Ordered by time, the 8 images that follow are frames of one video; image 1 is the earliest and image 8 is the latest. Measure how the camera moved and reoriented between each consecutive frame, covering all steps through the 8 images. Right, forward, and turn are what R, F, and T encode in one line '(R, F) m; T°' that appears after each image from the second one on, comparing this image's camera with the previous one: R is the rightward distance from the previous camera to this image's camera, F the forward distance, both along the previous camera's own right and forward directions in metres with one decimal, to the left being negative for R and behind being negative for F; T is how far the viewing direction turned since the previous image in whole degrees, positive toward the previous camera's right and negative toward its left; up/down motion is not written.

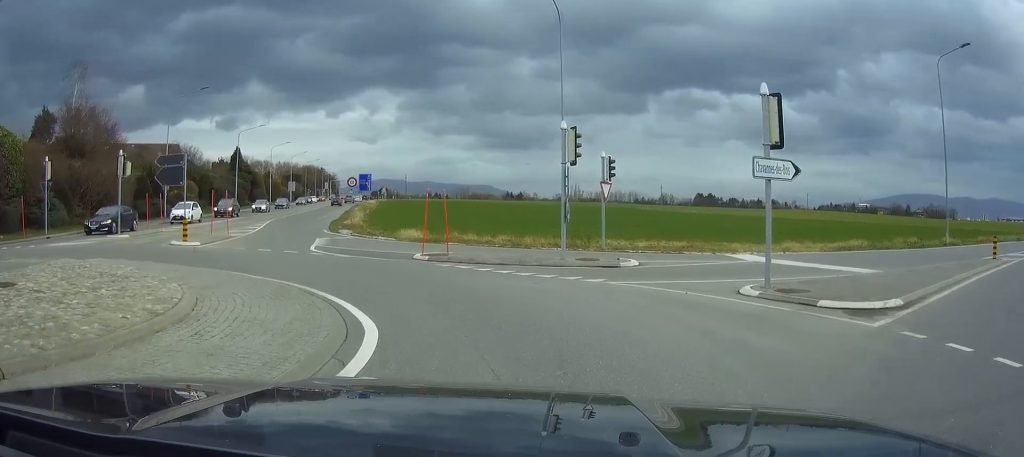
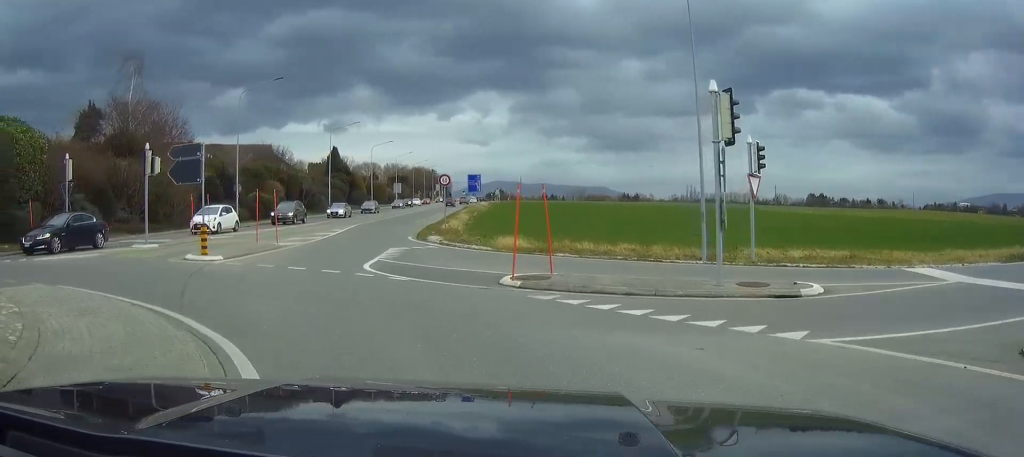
(-0.3, +6.4) m; -9°
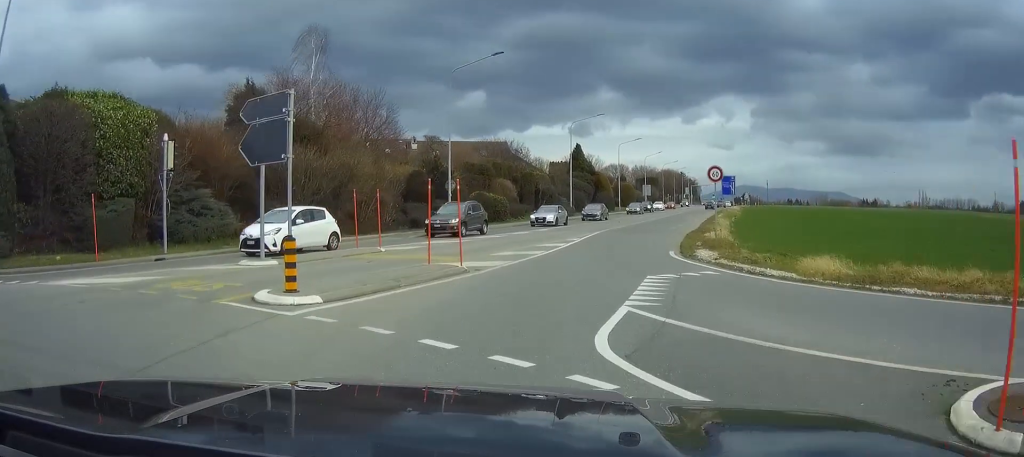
(-1.2, +9.4) m; -9°
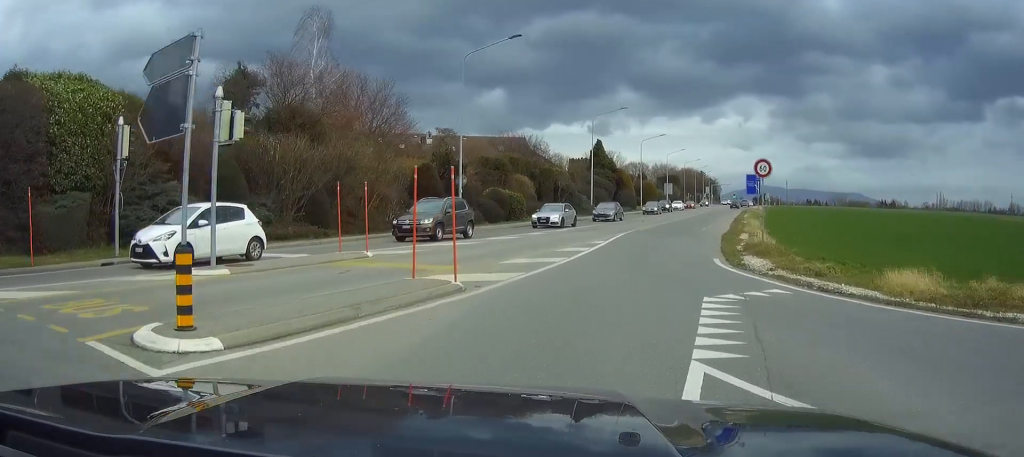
(-0.1, +3.8) m; 0°
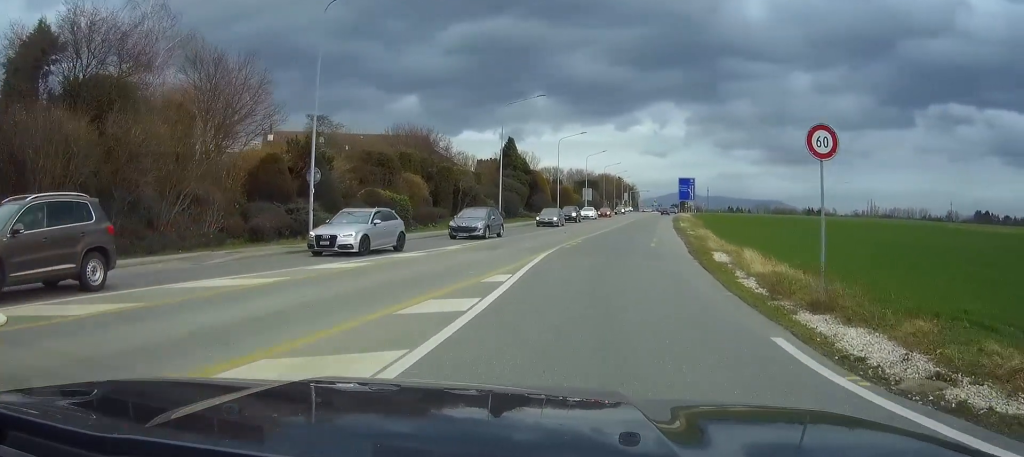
(+0.5, +11.8) m; +5°
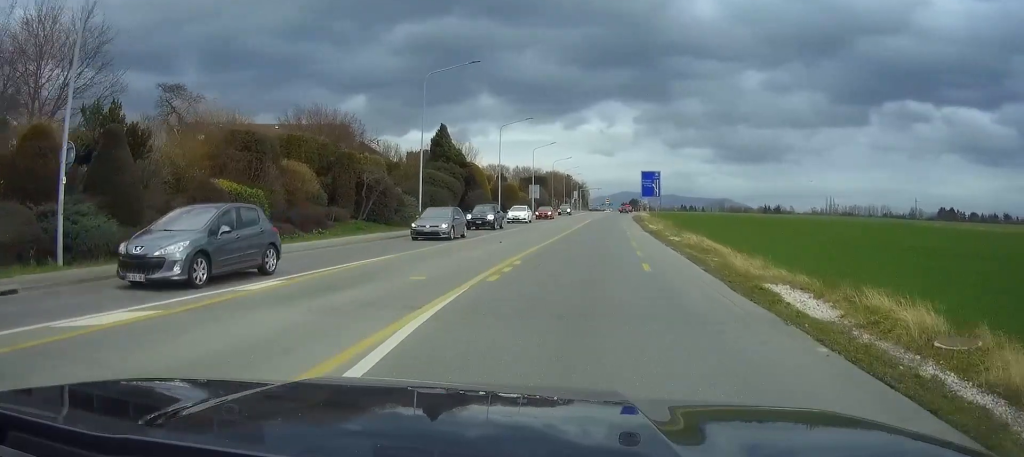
(+0.5, +13.2) m; +3°
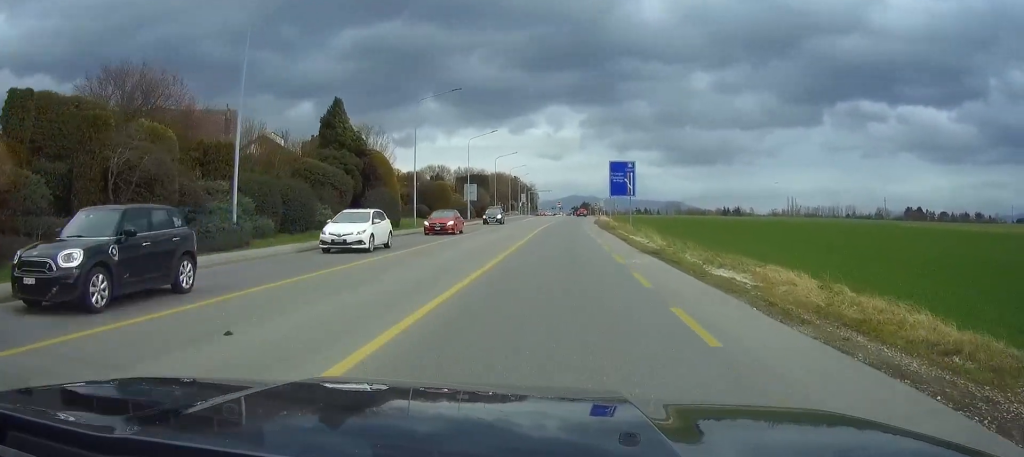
(+0.6, +20.2) m; +3°
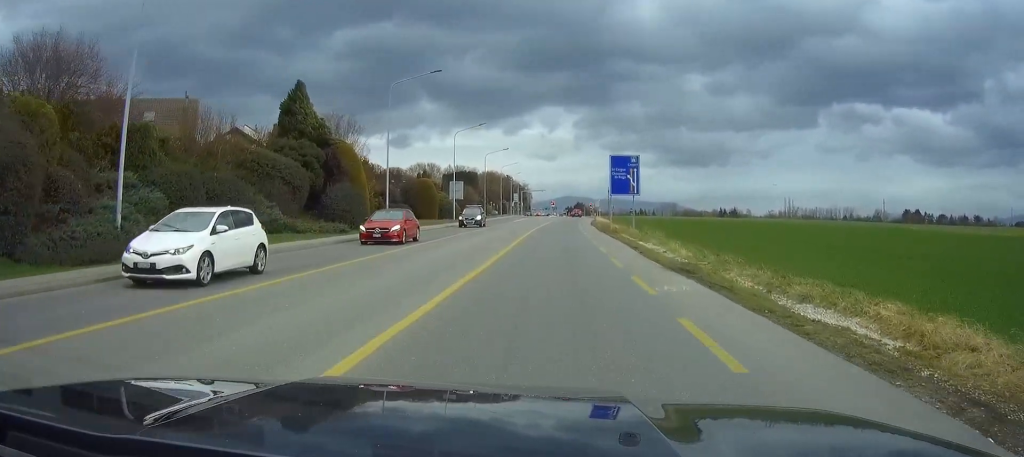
(+0.1, +6.8) m; +1°
